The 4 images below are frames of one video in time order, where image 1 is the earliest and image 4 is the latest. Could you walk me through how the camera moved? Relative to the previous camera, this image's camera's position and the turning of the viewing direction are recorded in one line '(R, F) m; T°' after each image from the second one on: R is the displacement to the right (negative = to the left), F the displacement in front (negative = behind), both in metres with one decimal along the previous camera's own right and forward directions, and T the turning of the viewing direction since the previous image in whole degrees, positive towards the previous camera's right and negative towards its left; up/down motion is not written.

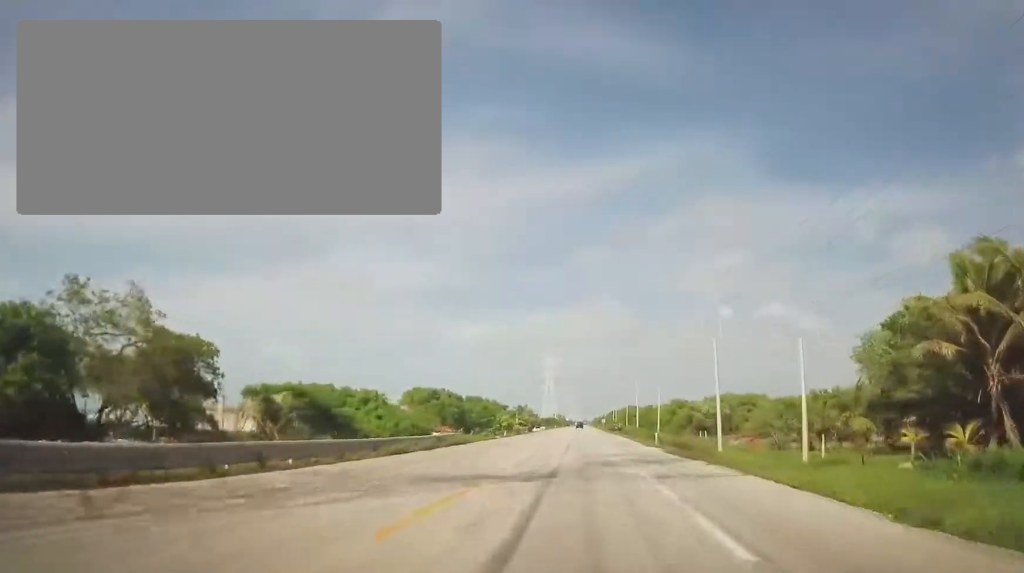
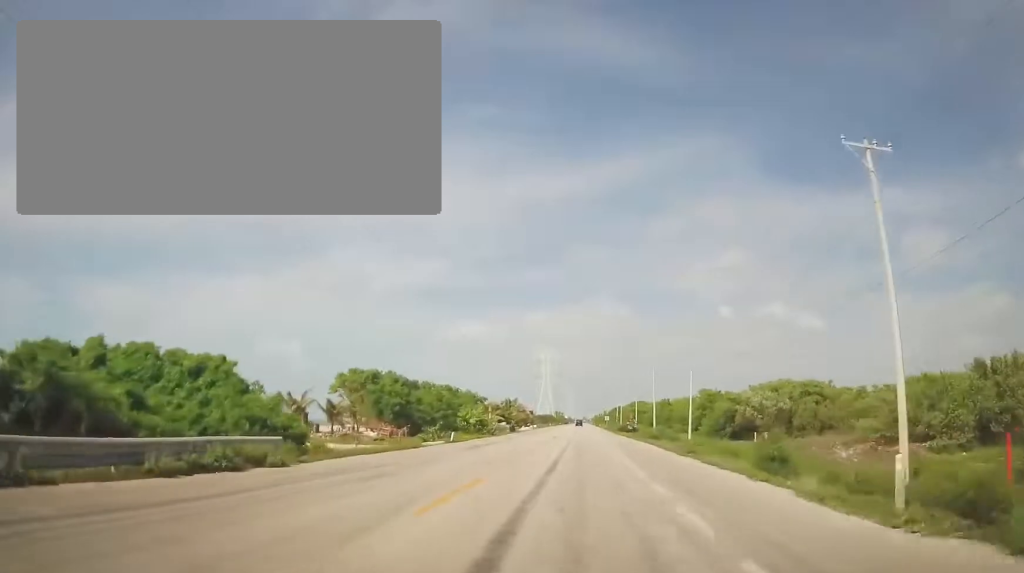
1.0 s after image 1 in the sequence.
(+0.8, +27.2) m; +1°
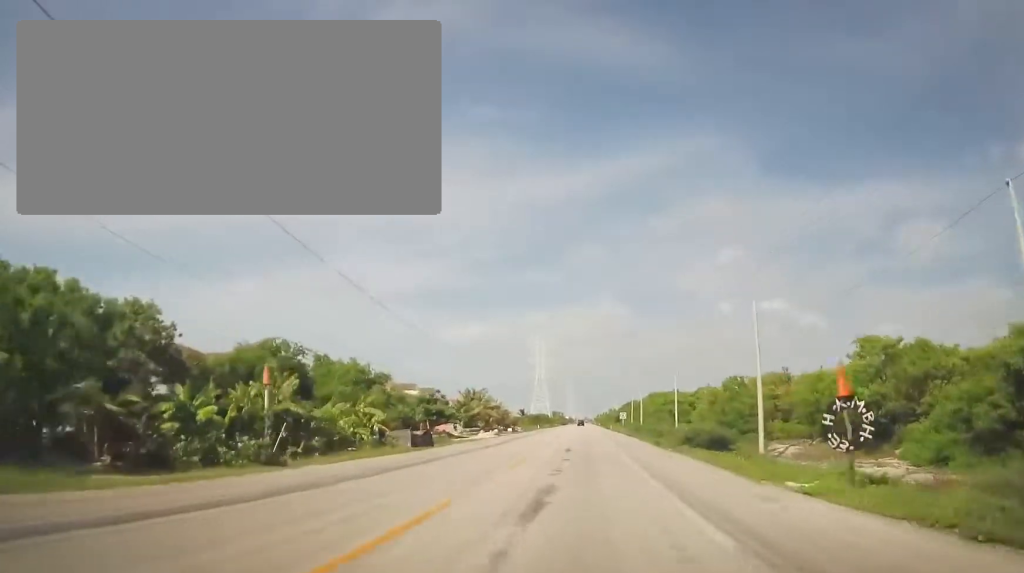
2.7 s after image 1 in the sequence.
(-0.8, +50.2) m; -2°
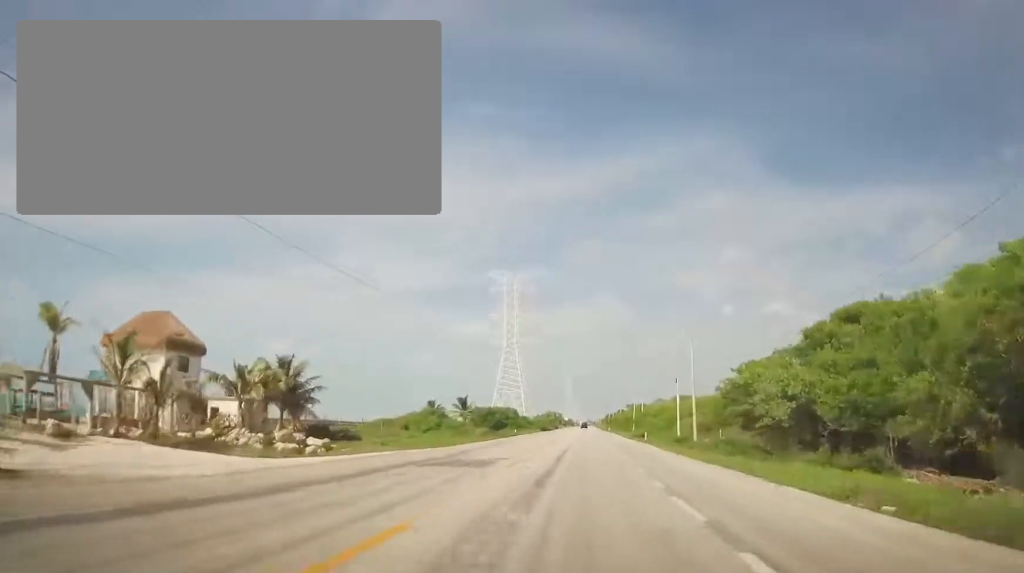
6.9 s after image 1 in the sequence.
(+2.6, +120.9) m; +2°
